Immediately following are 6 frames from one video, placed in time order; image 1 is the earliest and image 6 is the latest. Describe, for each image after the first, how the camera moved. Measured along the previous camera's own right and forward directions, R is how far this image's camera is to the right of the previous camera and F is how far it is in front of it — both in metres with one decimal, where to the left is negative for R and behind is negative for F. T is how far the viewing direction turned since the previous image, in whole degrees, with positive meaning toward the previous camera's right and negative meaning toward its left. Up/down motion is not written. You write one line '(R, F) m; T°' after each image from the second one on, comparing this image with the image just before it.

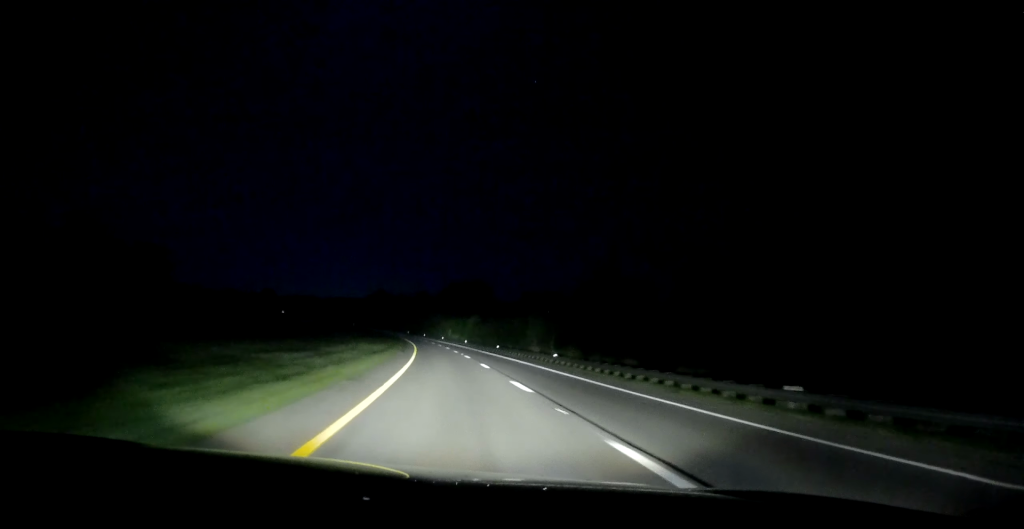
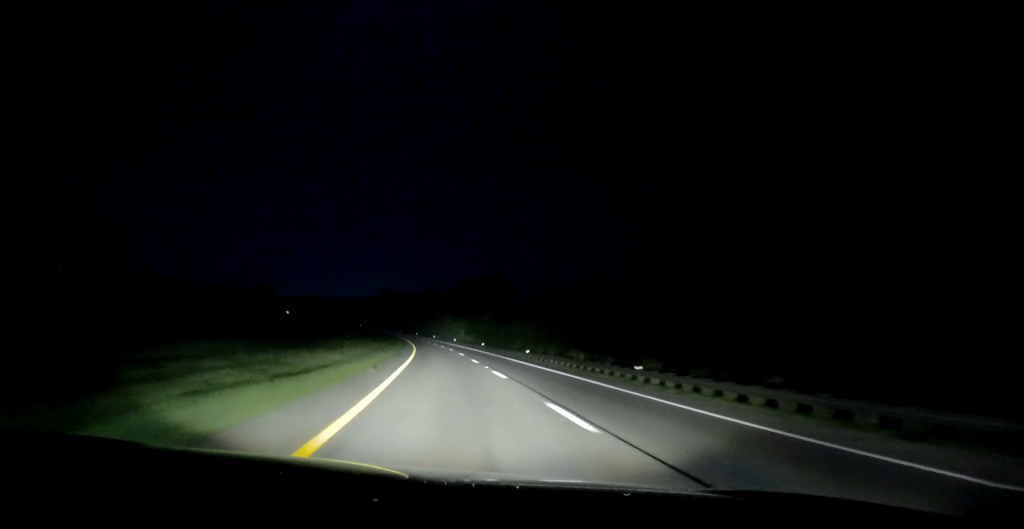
(-0.3, +19.3) m; -2°
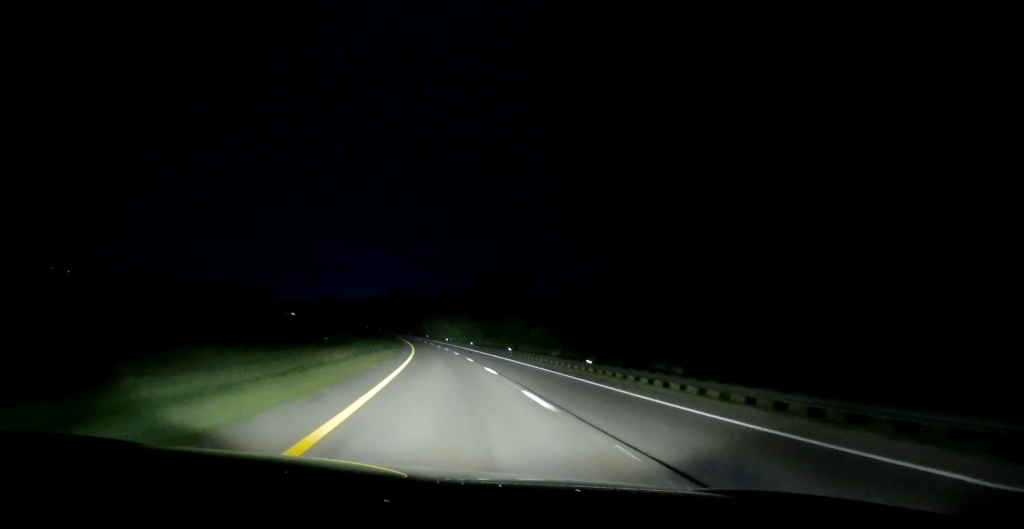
(-0.6, +21.4) m; -2°
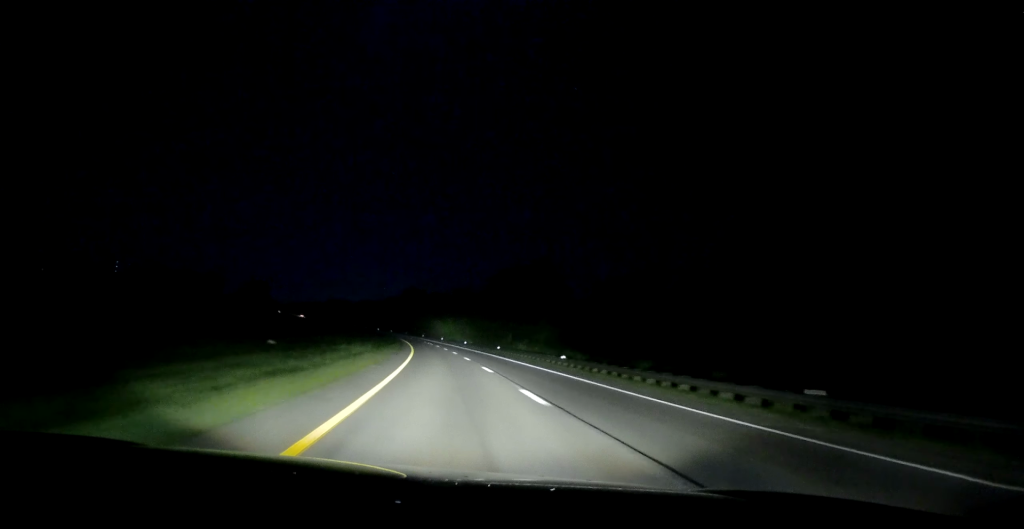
(-0.6, +23.6) m; -2°
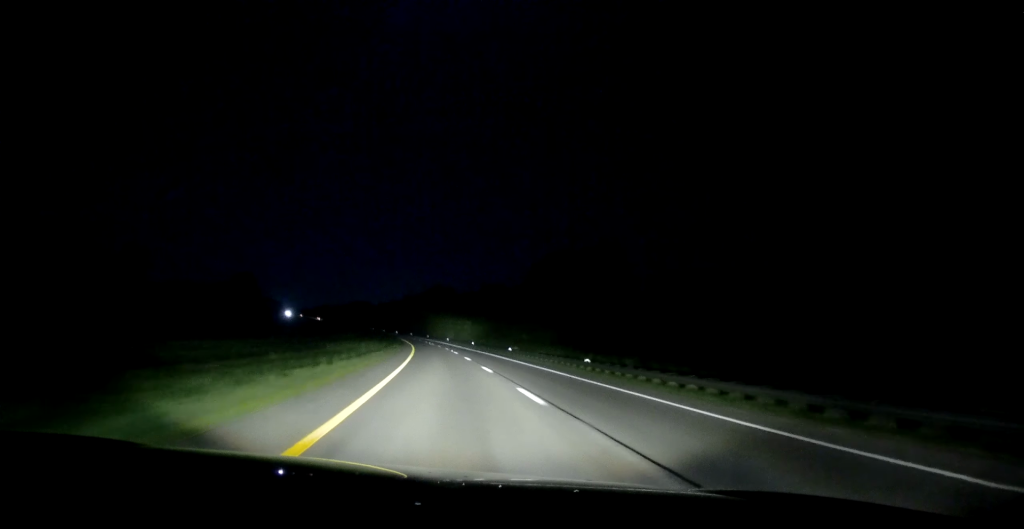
(-0.5, +37.8) m; -2°
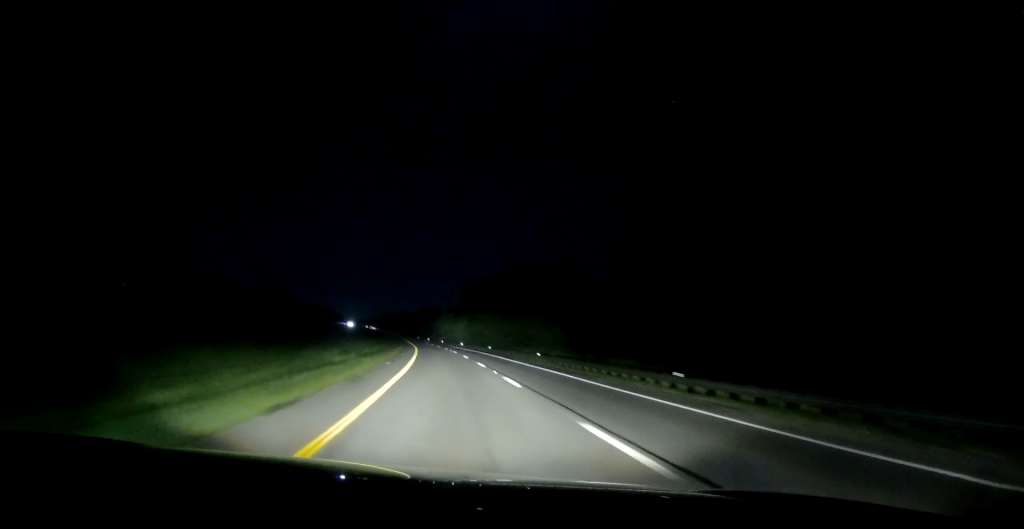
(-7.8, +104.3) m; -8°
